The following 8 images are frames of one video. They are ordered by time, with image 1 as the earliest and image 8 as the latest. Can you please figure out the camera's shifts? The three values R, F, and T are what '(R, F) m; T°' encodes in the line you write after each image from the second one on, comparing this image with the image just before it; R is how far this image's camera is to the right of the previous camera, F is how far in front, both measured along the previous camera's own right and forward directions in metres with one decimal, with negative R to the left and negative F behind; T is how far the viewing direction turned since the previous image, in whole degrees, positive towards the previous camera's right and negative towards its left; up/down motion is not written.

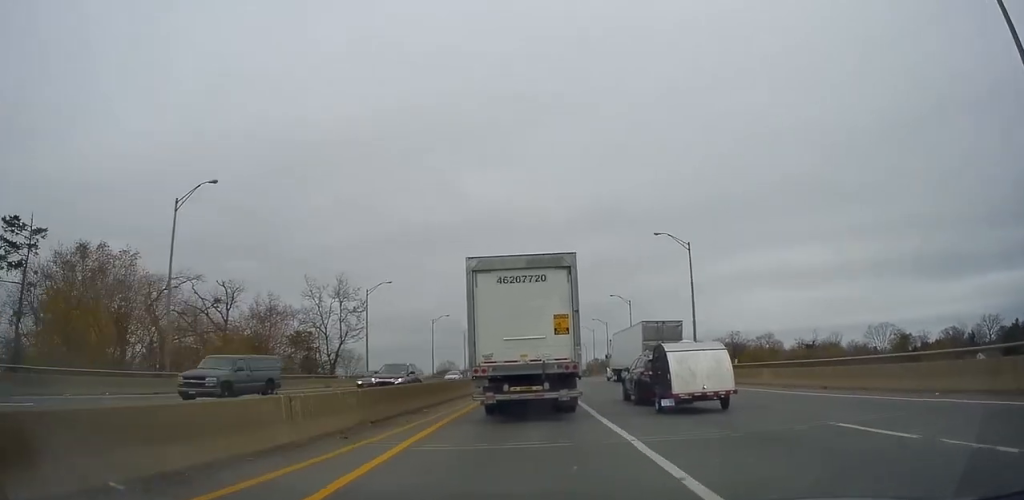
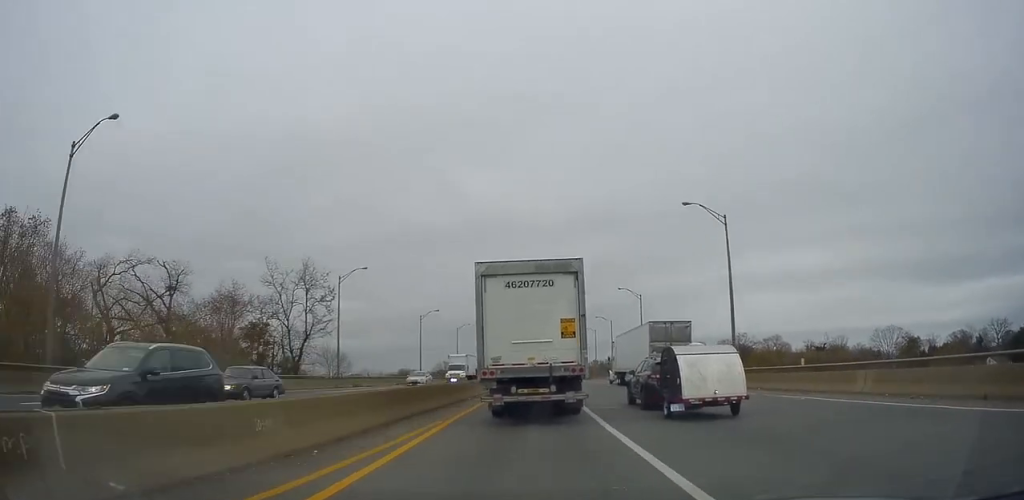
(+0.3, +9.4) m; 0°
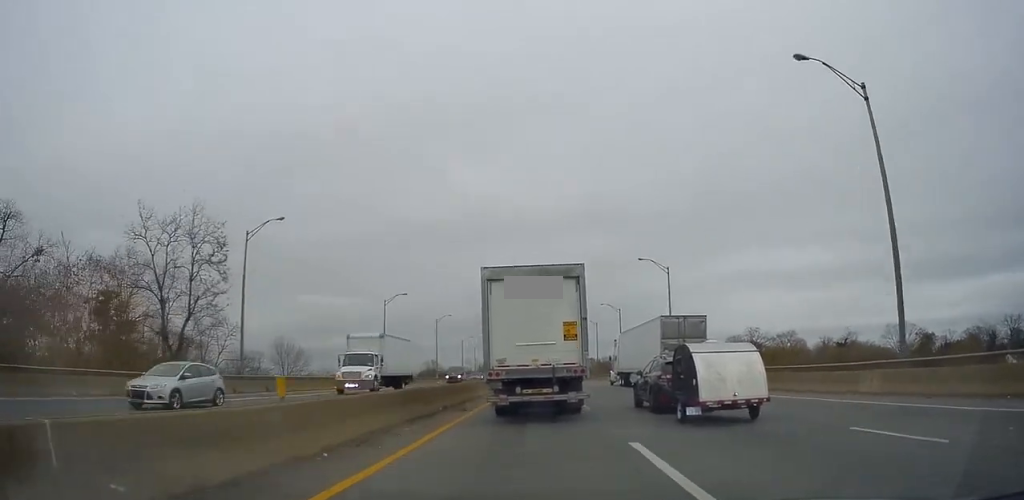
(-0.6, +18.5) m; 0°
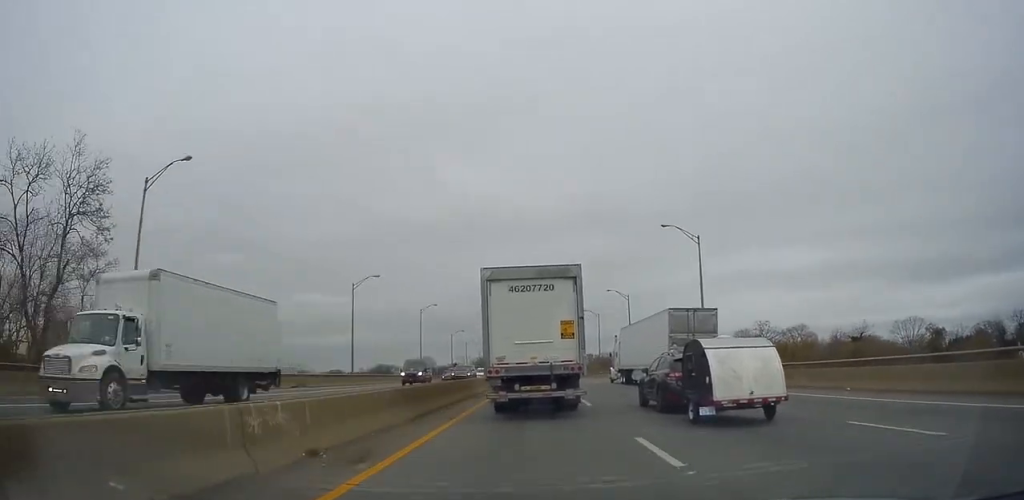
(+0.2, +11.6) m; 0°
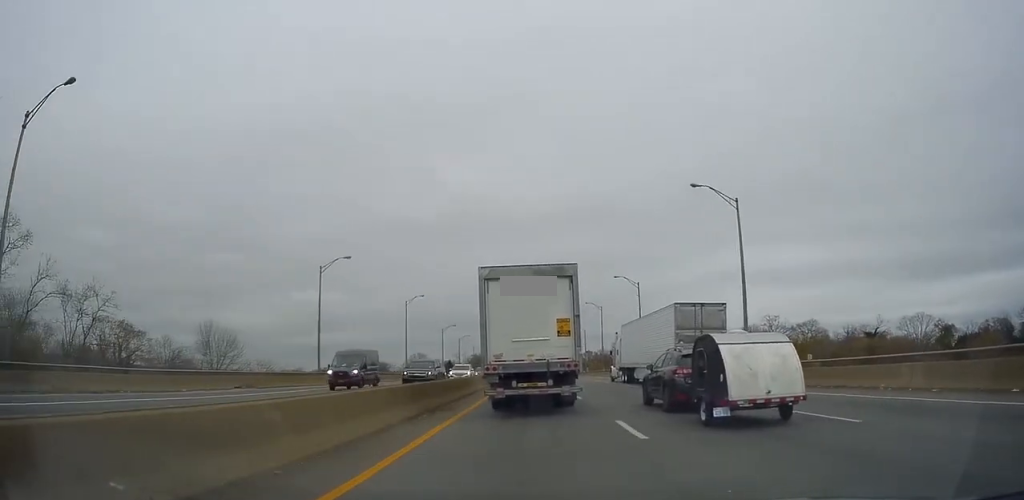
(+0.3, +9.1) m; 0°
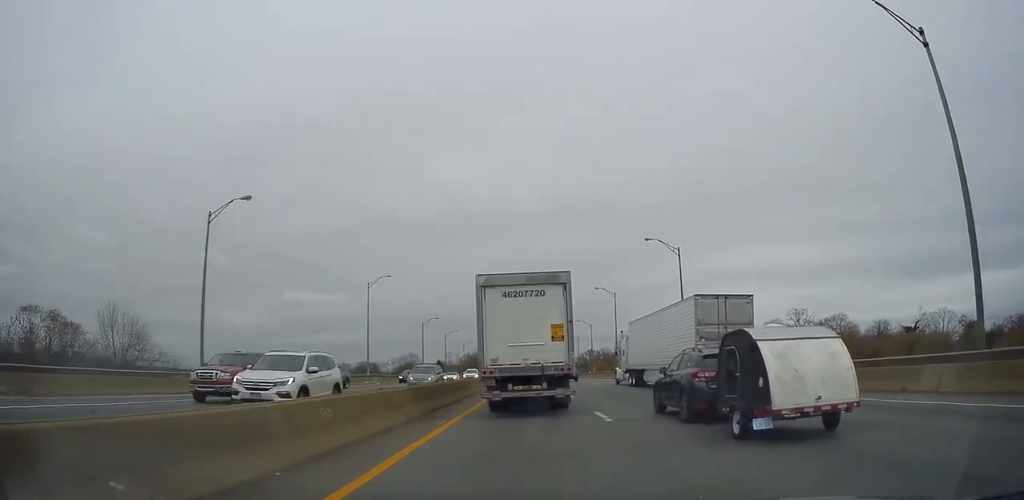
(-0.4, +19.6) m; +1°
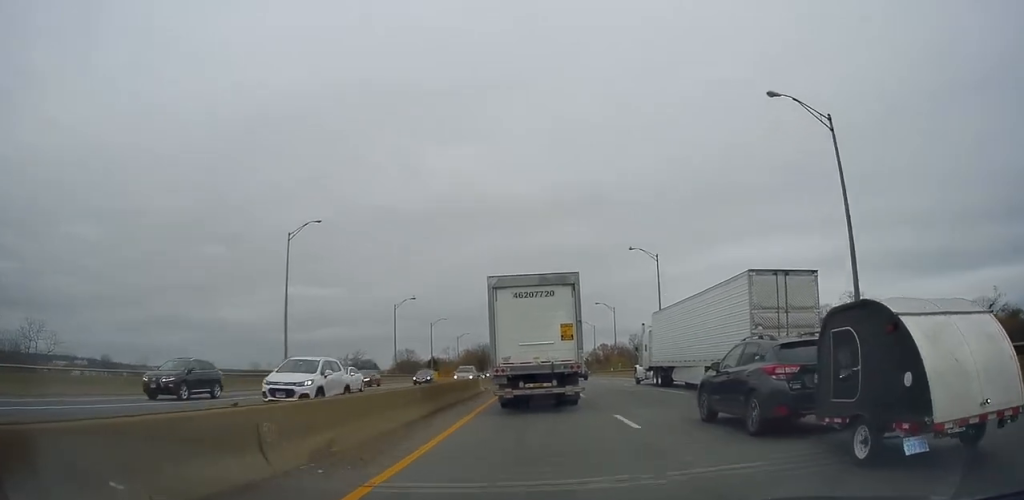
(+0.8, +25.2) m; +2°
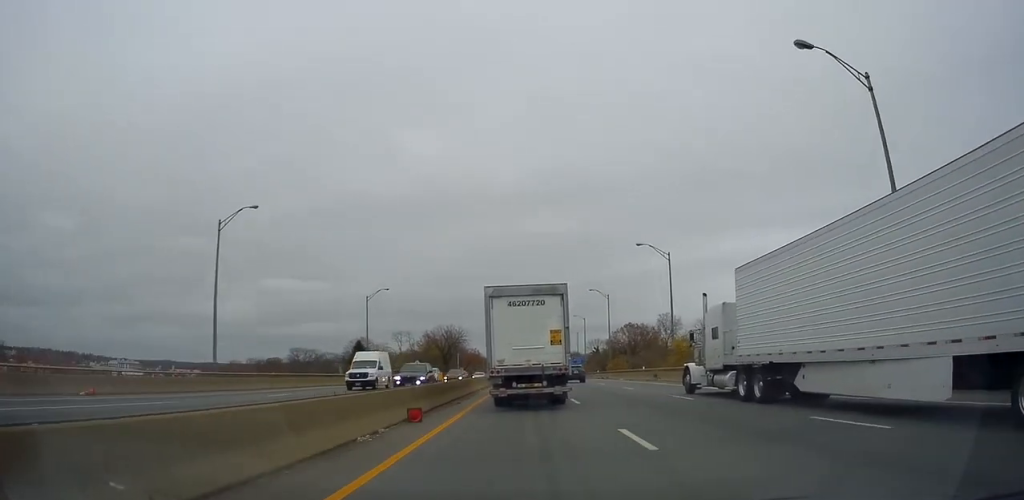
(-0.9, +74.0) m; -1°
